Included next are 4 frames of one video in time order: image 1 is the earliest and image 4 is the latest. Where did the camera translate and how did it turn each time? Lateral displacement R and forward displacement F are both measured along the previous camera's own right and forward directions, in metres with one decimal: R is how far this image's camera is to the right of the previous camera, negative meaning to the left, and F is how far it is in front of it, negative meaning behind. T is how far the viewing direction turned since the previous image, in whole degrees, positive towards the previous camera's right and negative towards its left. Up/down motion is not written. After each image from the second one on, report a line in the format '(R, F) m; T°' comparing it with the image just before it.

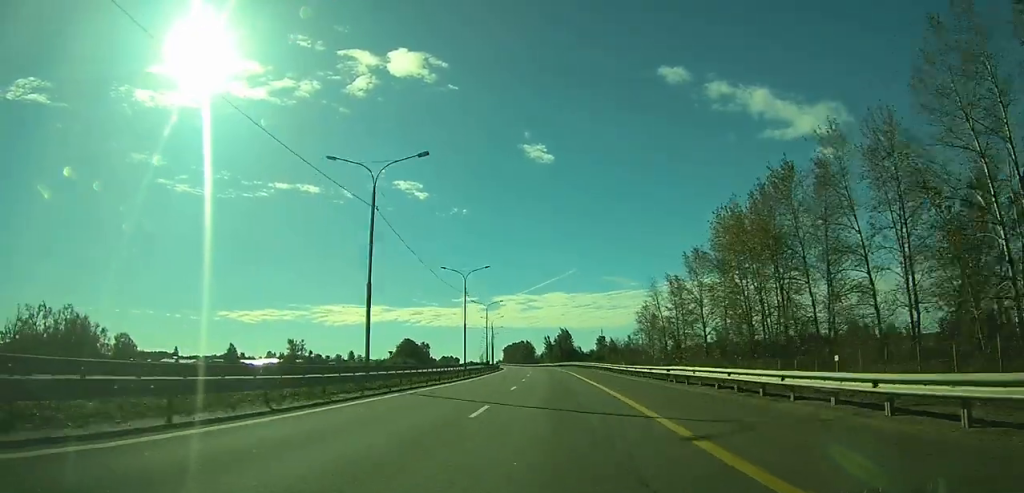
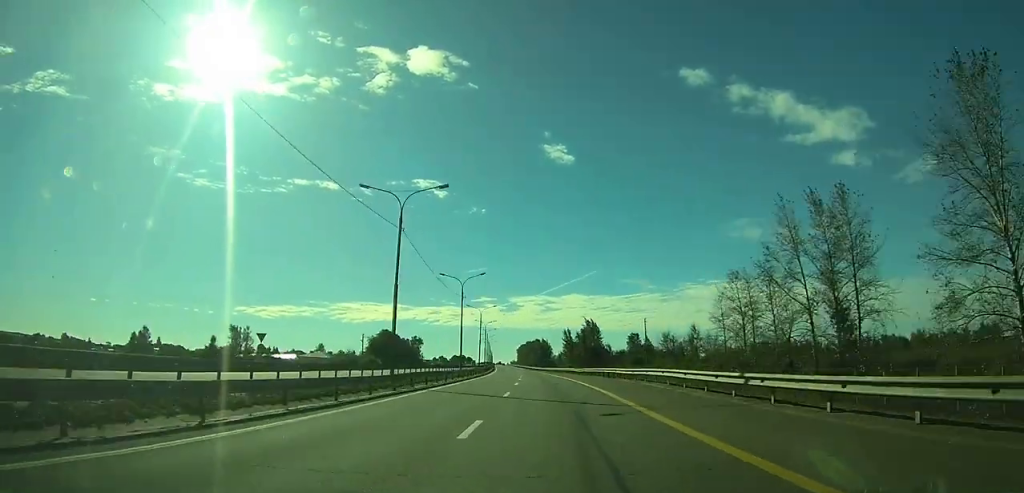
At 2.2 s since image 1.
(-0.6, +62.9) m; -2°
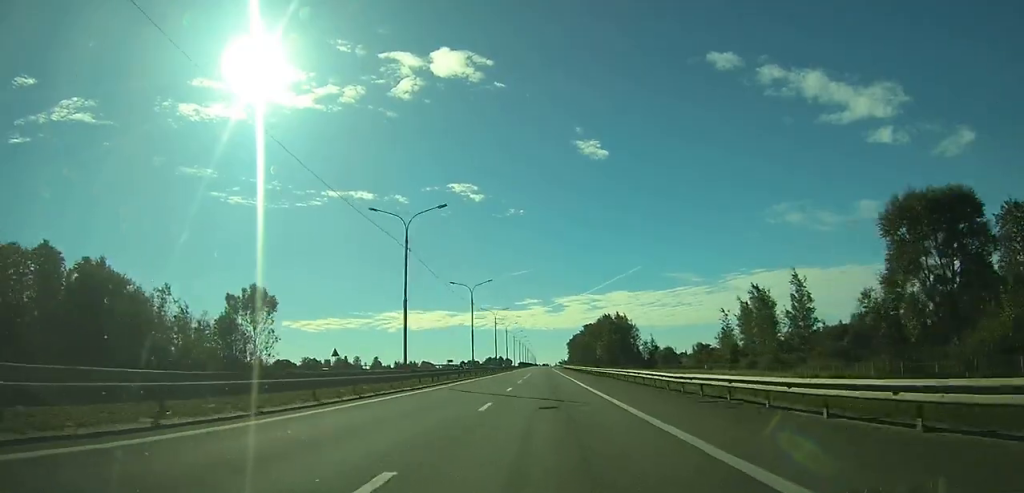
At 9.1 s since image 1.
(-11.5, +197.0) m; -5°
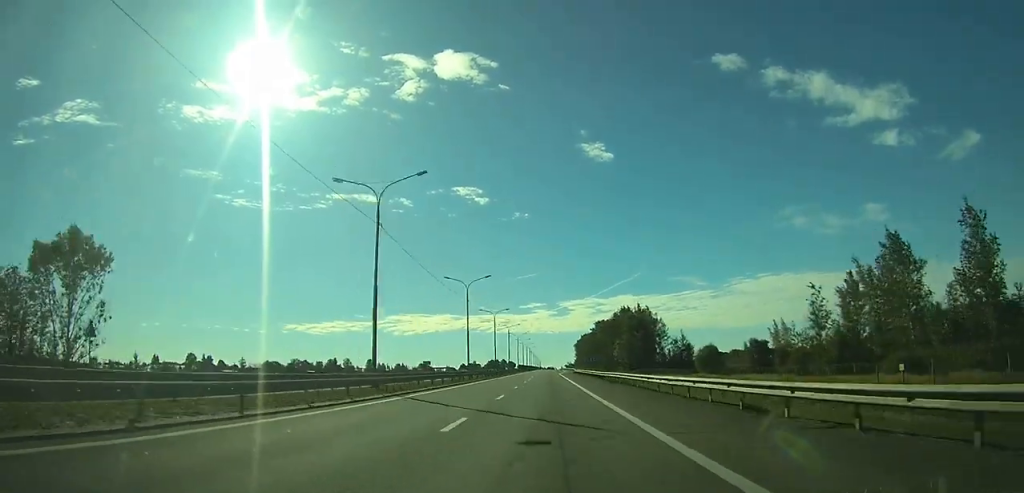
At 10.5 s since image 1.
(0.0, +40.1) m; 0°
